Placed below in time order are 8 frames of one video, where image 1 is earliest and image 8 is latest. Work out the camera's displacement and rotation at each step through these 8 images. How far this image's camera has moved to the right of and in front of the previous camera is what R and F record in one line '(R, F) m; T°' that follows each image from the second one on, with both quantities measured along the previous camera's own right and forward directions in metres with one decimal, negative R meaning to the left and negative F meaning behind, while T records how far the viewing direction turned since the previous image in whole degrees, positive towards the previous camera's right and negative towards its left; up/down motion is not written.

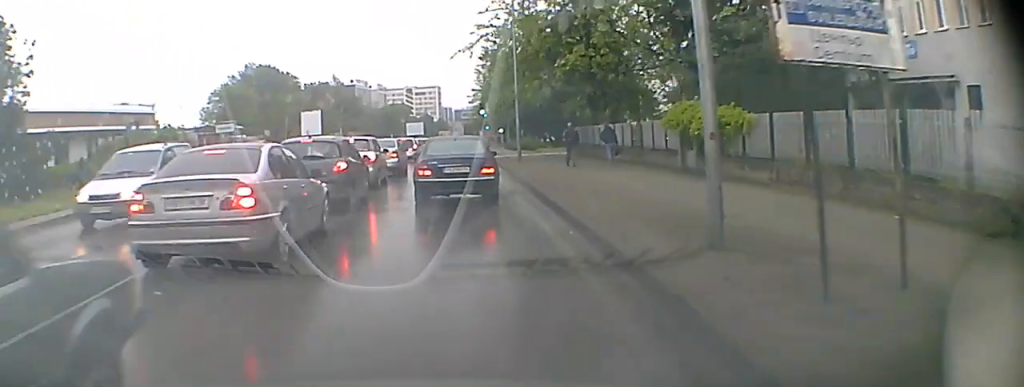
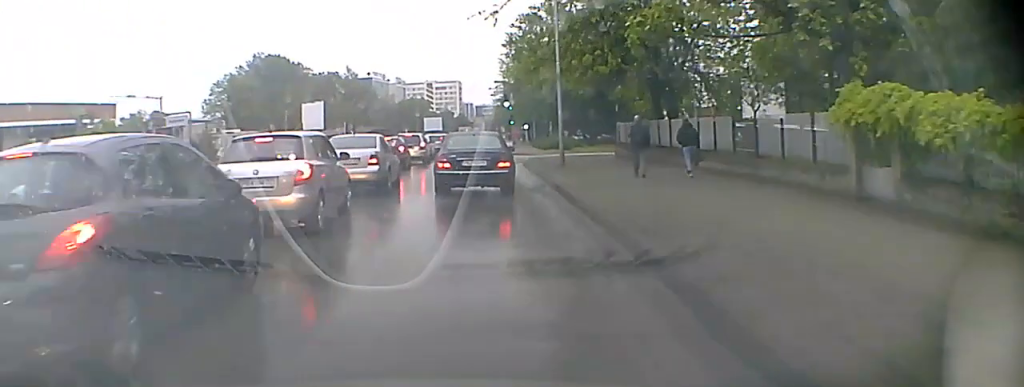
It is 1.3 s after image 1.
(+0.2, +10.9) m; +1°
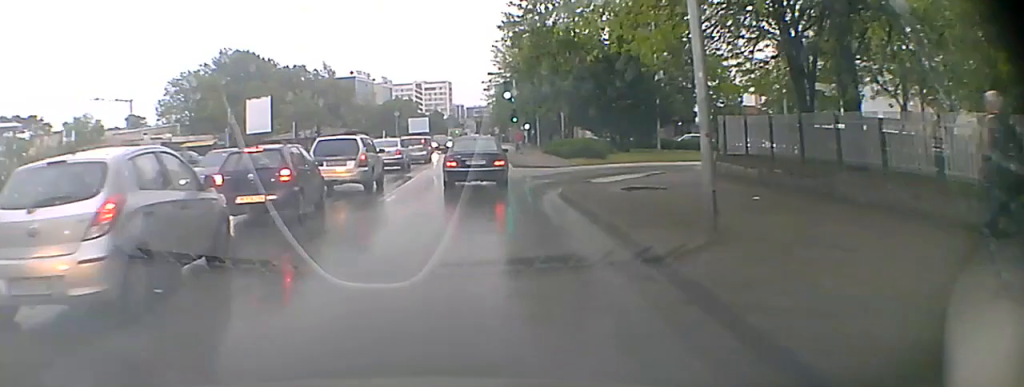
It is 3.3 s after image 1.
(0.0, +17.4) m; 0°
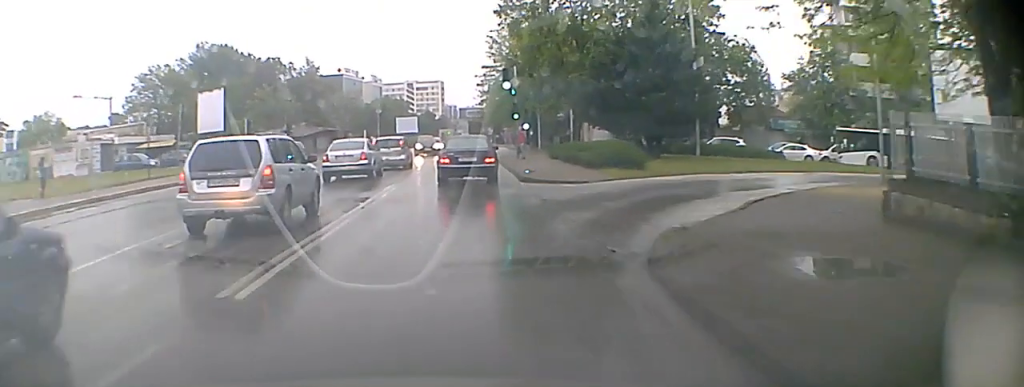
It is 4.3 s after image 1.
(0.0, +8.8) m; 0°
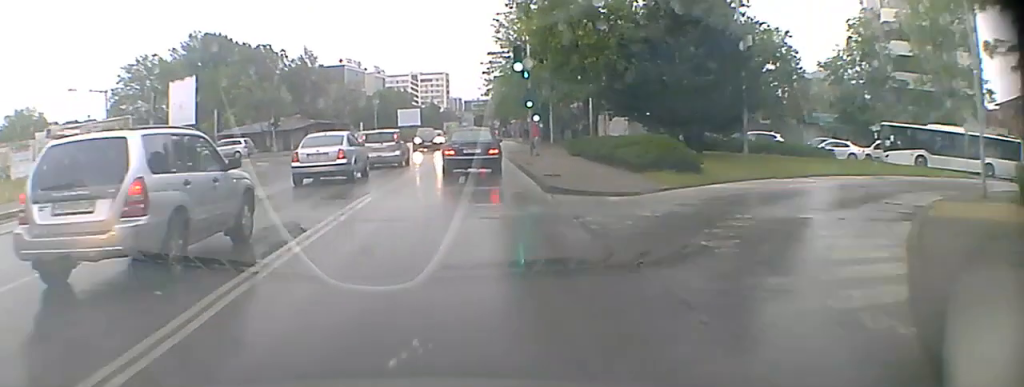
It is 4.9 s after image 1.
(0.0, +5.4) m; 0°
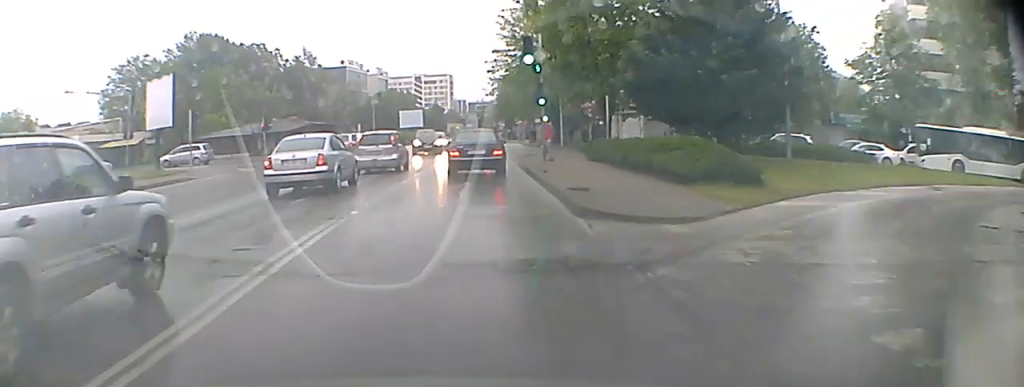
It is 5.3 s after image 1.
(0.0, +3.6) m; 0°
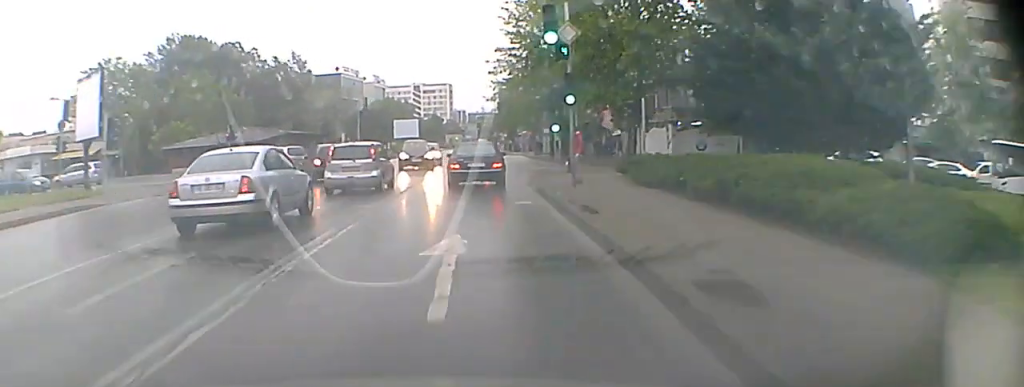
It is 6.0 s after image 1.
(0.0, +6.6) m; 0°
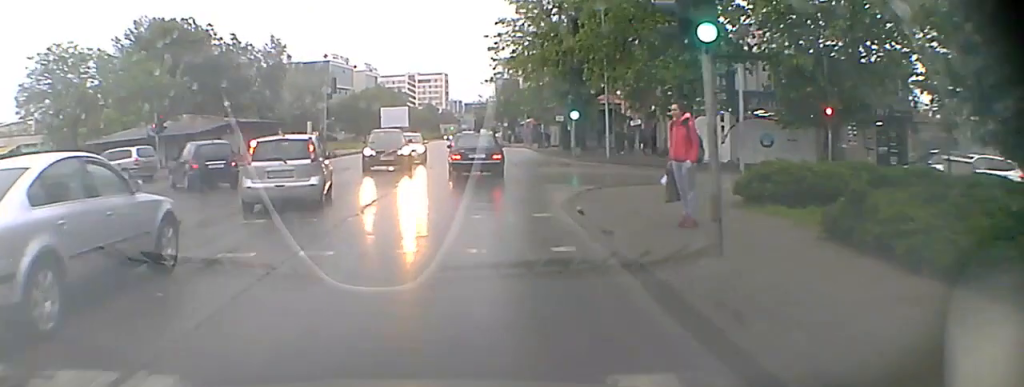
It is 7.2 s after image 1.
(+0.1, +10.8) m; +1°
